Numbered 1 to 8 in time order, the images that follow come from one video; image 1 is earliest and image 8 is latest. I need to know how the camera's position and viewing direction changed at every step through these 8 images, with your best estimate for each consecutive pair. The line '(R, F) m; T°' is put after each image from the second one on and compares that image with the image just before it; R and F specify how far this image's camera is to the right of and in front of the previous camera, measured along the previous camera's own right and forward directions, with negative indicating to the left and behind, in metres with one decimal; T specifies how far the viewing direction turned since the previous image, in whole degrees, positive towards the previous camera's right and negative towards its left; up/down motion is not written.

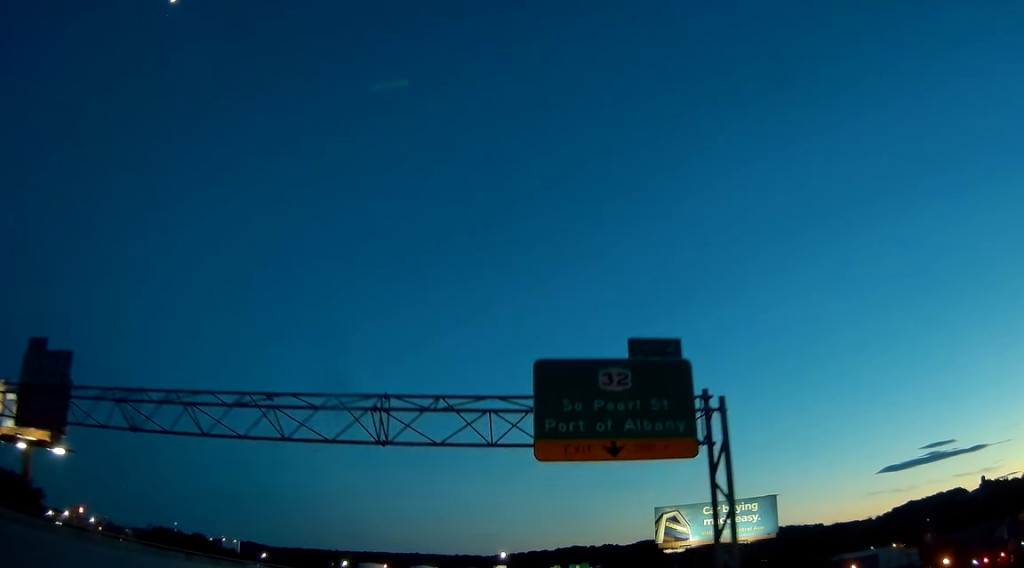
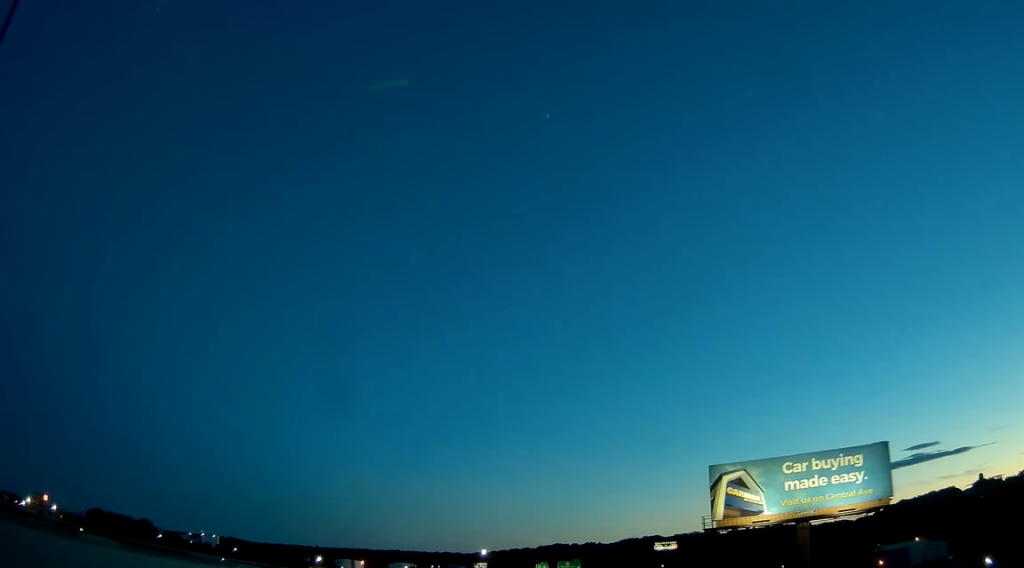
(+0.4, +28.1) m; +1°
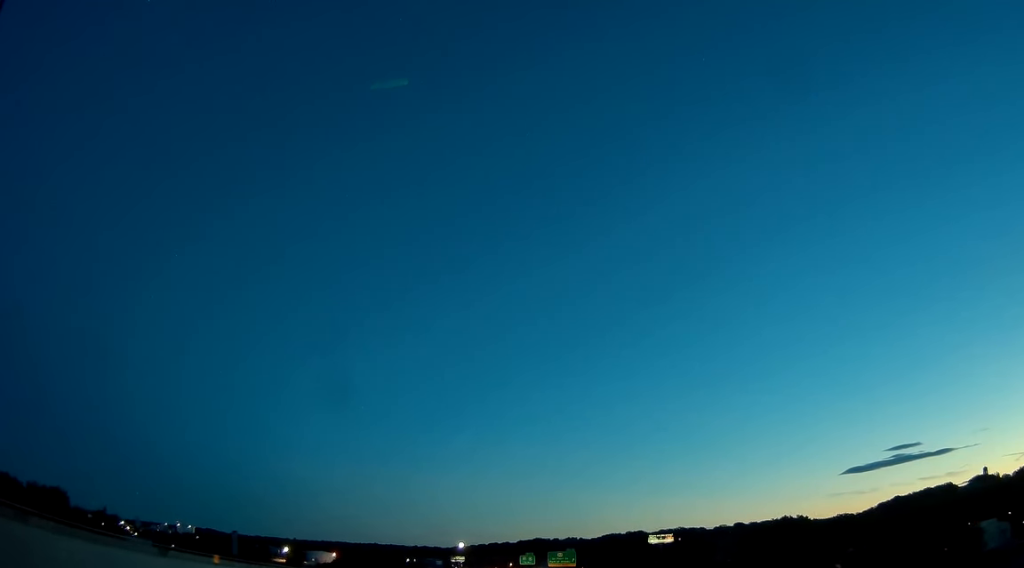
(+0.6, +40.8) m; +2°
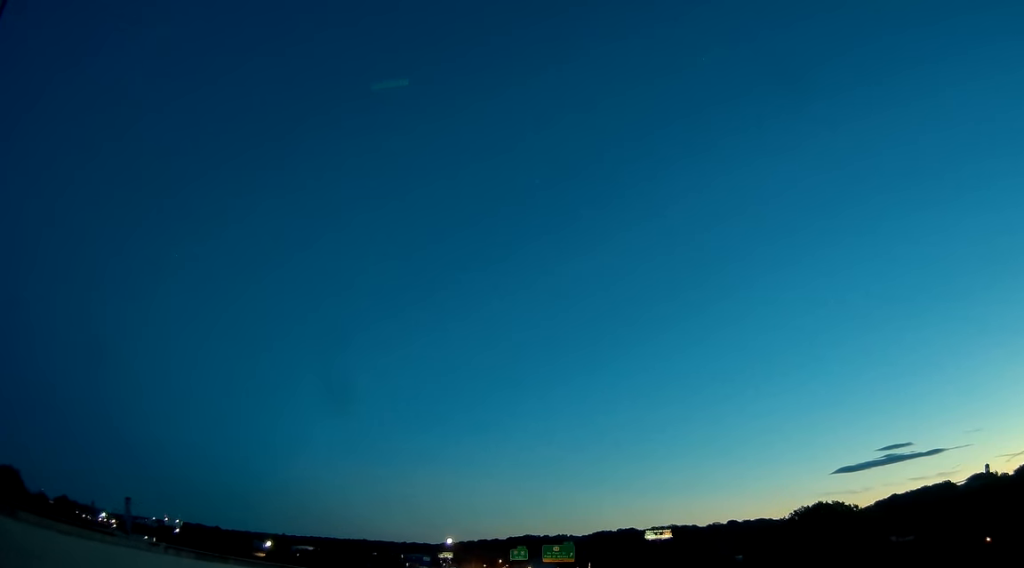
(+0.2, +19.2) m; +1°
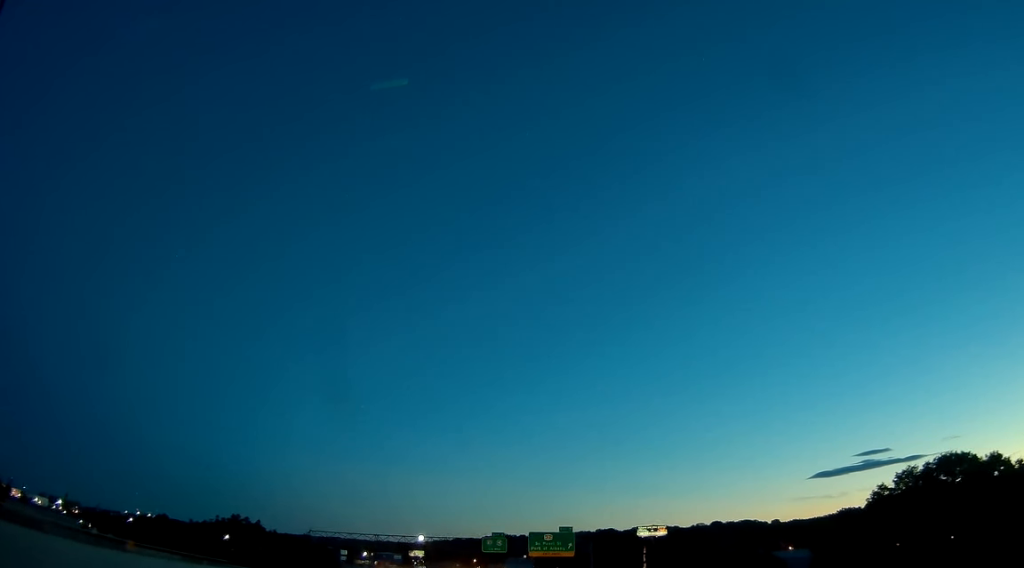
(+0.8, +41.8) m; +2°
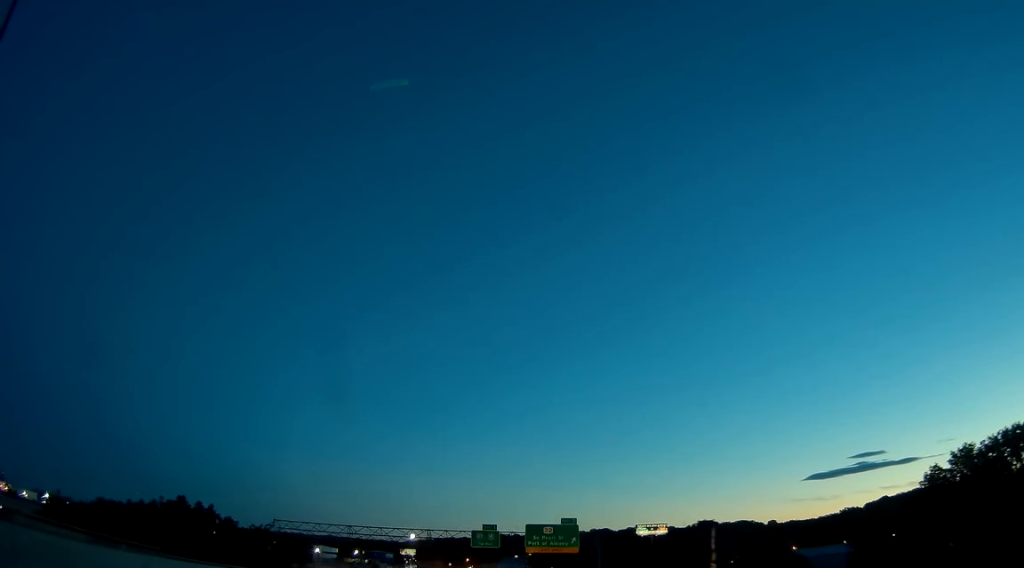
(+0.1, +13.5) m; +1°
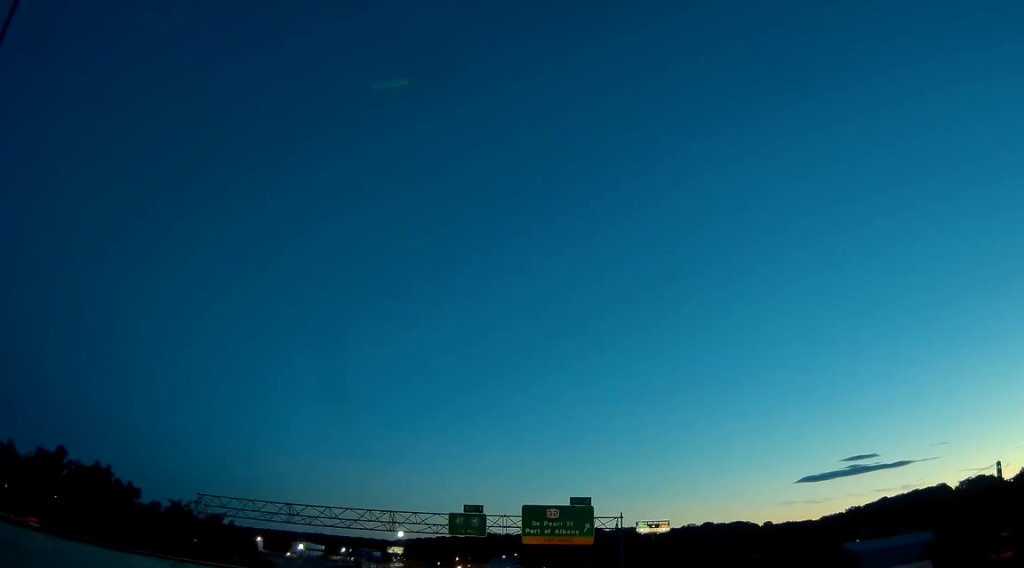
(0.0, +21.1) m; +1°
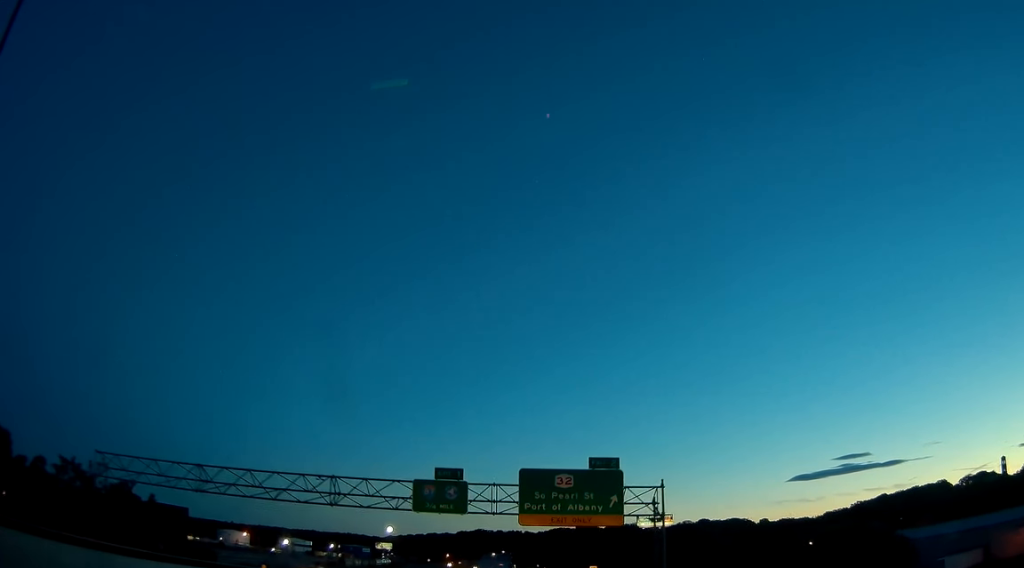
(+0.4, +18.6) m; +1°
